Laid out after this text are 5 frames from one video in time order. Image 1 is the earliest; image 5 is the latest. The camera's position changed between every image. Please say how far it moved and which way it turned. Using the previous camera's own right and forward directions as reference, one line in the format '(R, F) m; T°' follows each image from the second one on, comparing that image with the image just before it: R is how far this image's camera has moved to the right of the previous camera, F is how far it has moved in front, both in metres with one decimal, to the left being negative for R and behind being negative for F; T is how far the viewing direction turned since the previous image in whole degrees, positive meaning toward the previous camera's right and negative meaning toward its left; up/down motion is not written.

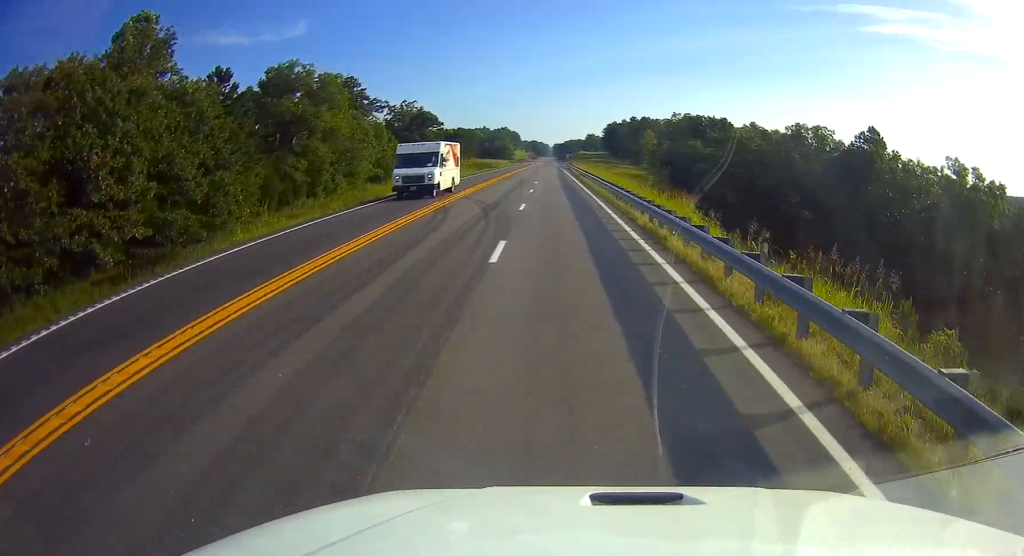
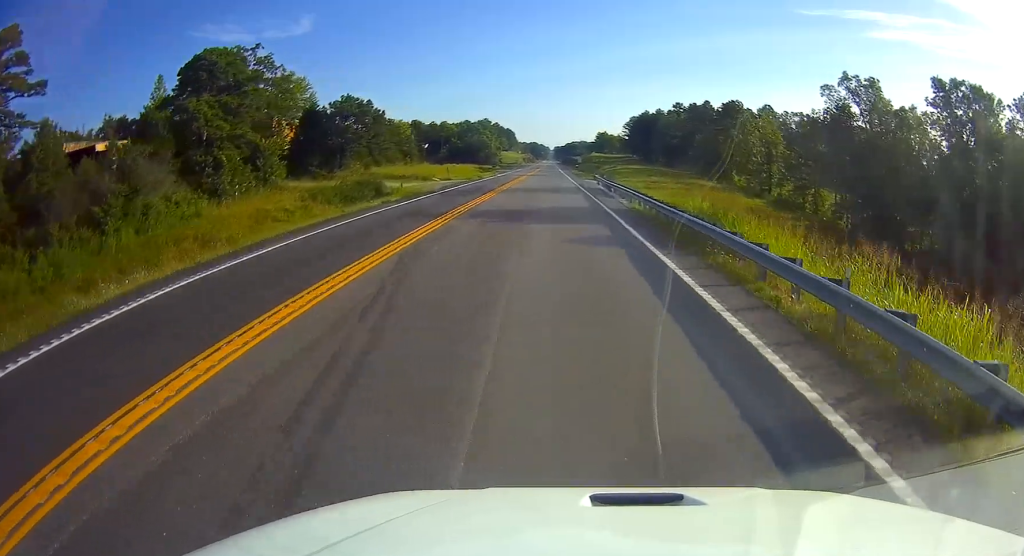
(+0.3, +93.3) m; 0°
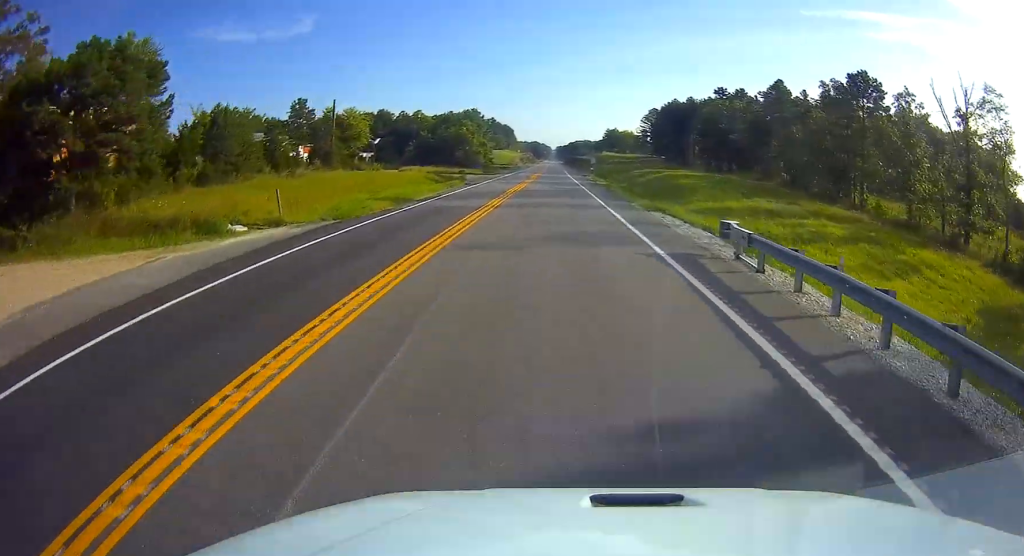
(+0.4, +44.5) m; +1°
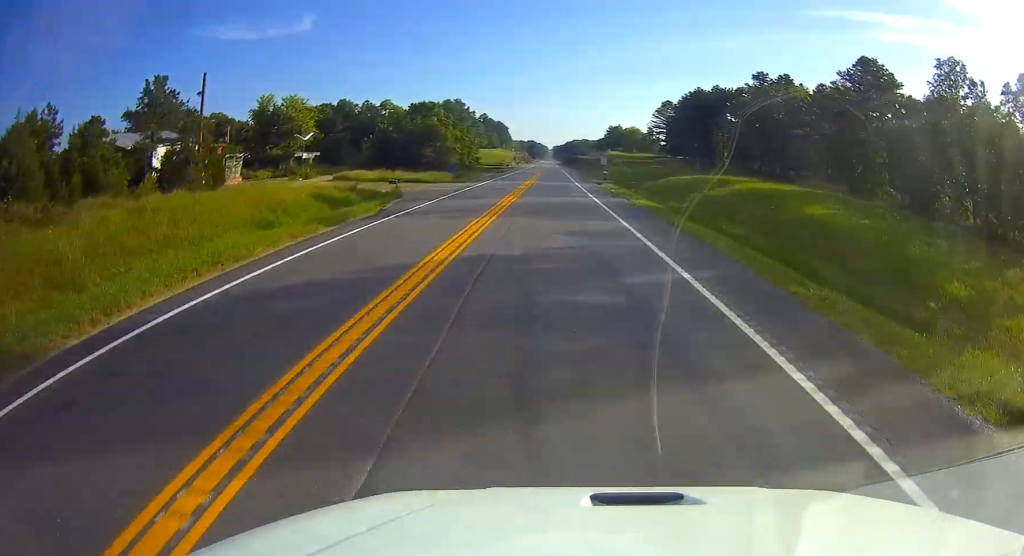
(0.0, +29.4) m; 0°
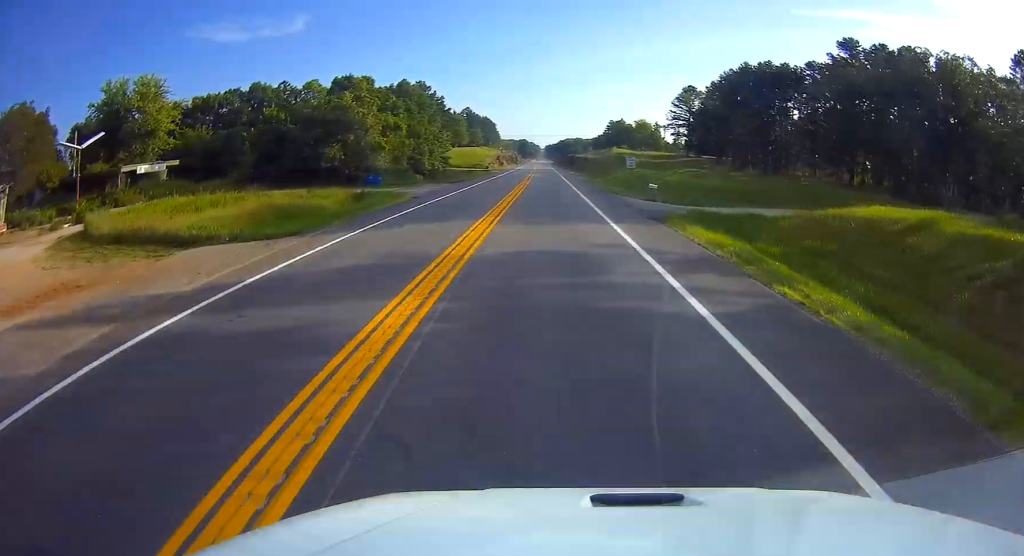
(0.0, +38.4) m; 0°
